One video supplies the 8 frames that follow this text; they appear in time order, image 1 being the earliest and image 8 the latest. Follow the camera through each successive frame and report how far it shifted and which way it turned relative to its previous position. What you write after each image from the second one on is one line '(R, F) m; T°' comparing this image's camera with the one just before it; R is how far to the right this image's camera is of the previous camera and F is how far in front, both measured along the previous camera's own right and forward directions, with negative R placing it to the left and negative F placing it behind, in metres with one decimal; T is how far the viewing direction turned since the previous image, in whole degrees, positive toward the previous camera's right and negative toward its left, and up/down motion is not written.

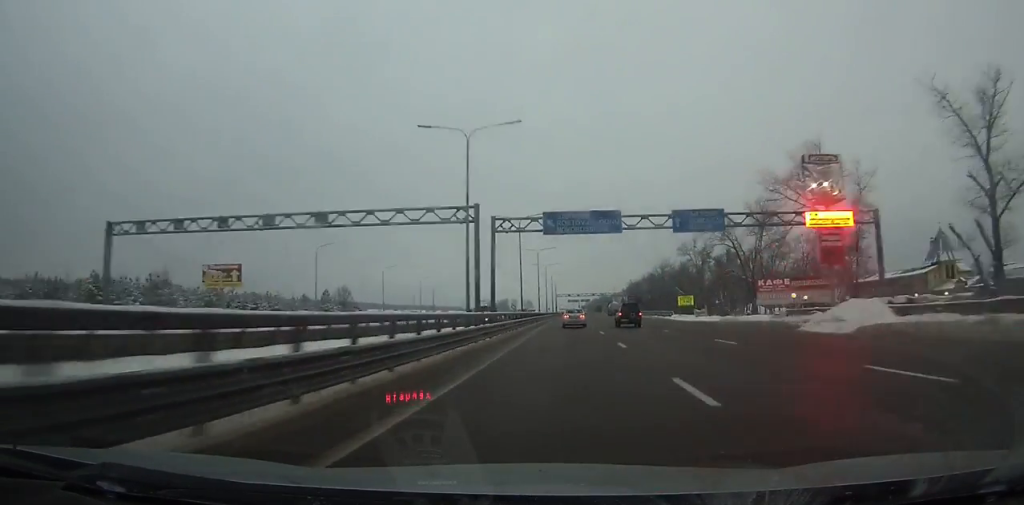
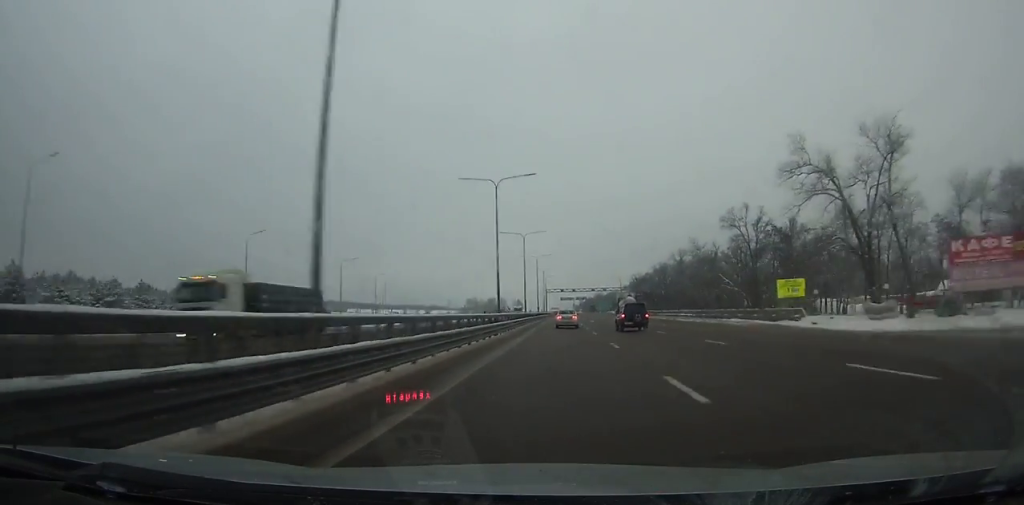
(+0.6, +48.4) m; +1°
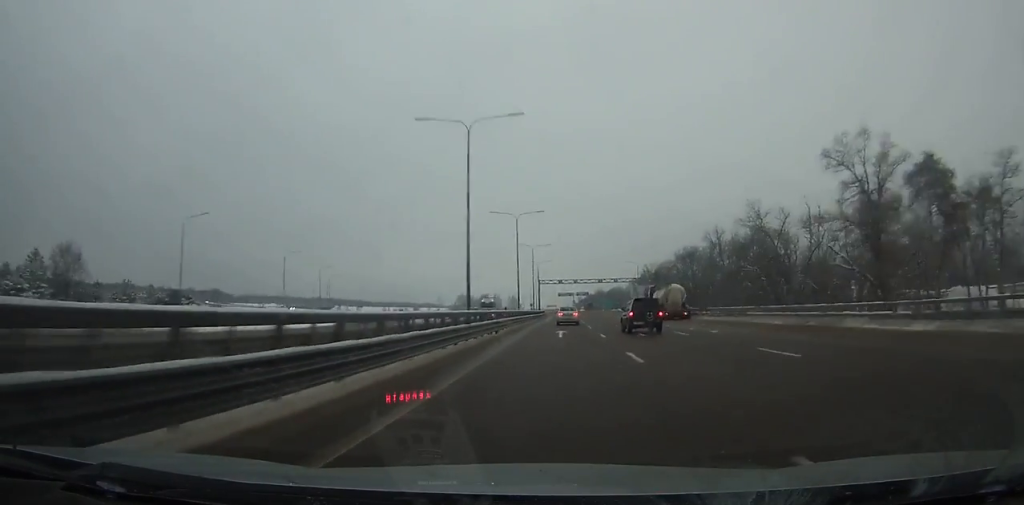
(+0.2, +43.2) m; 0°
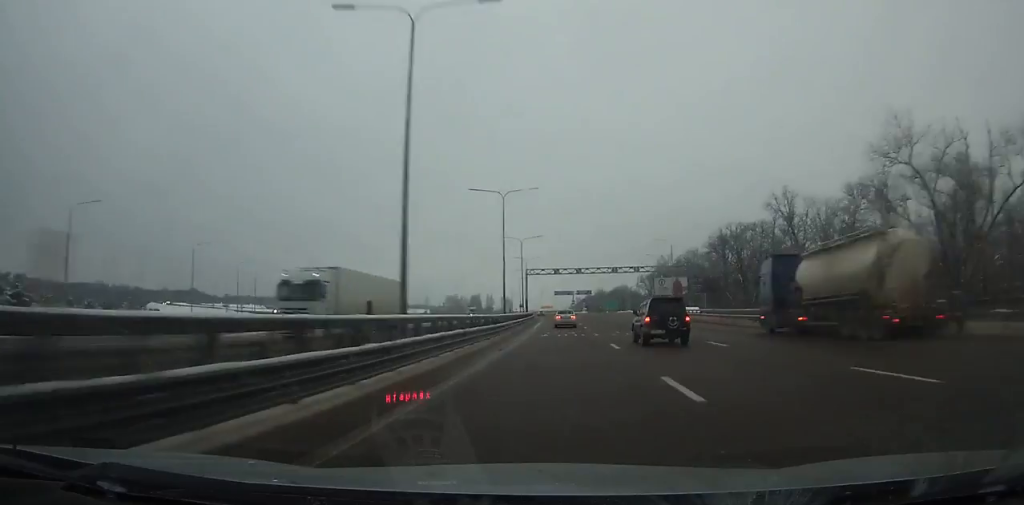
(+0.1, +41.5) m; 0°
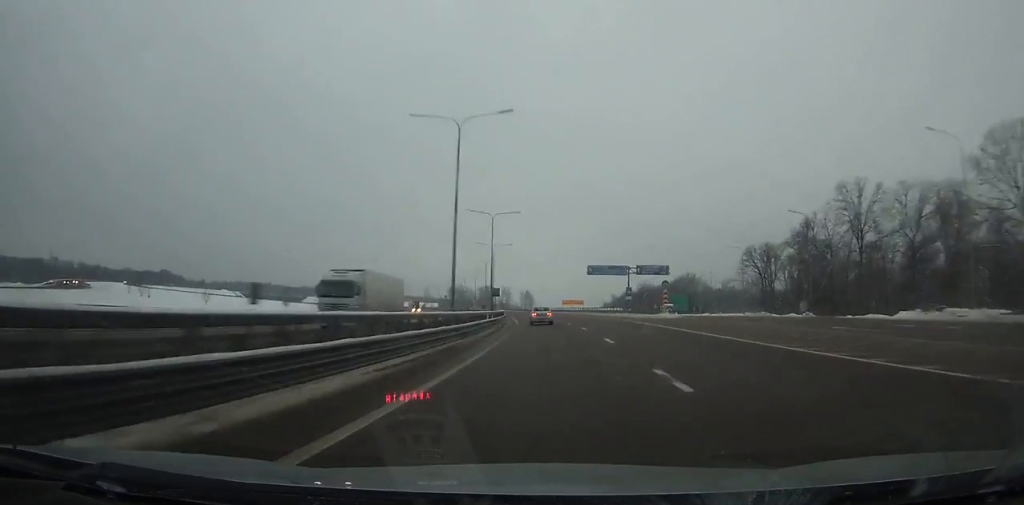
(-2.6, +109.8) m; -4°
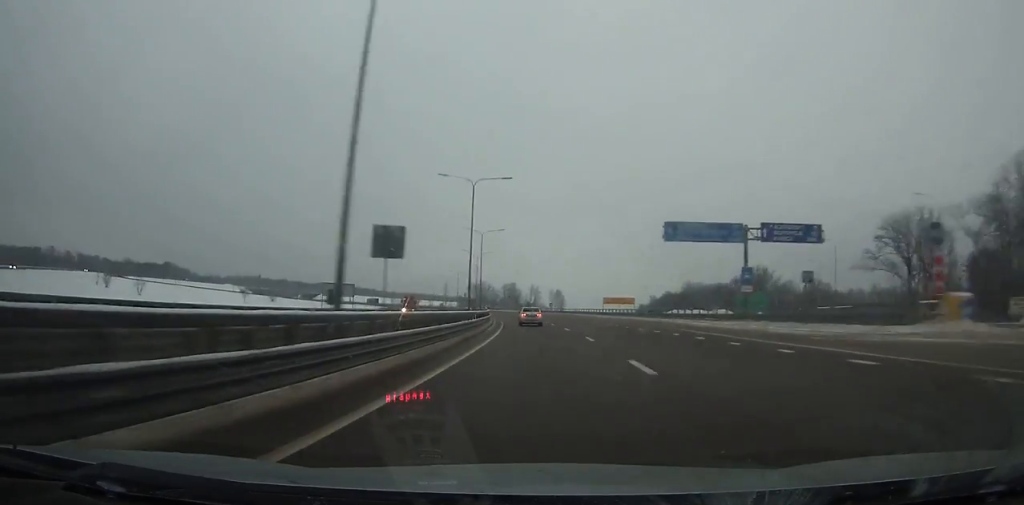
(+0.1, +44.4) m; -3°
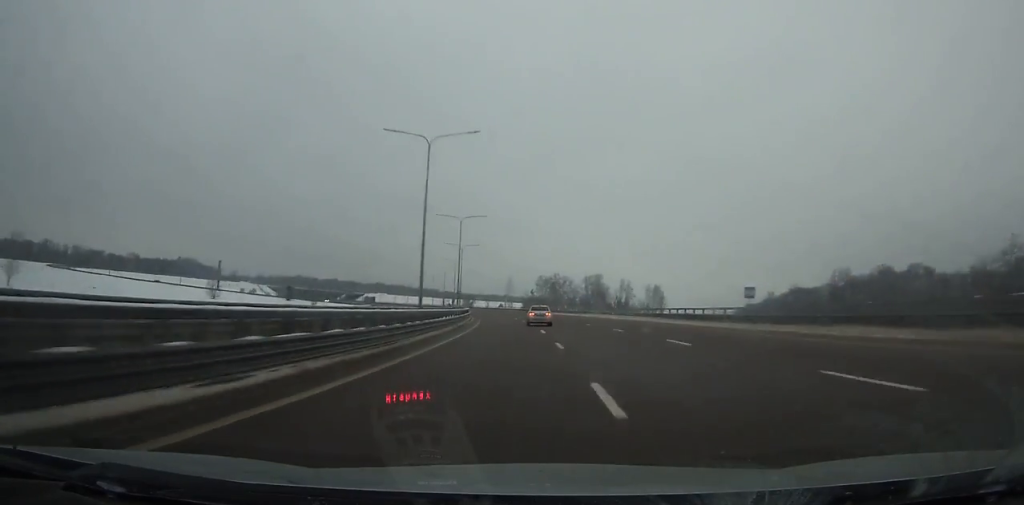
(-7.6, +100.0) m; -8°
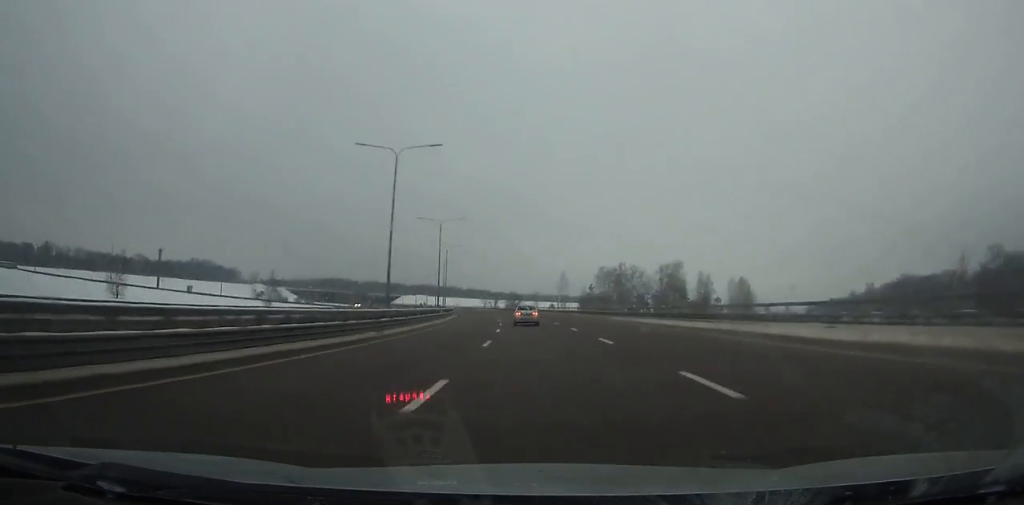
(-1.0, +58.1) m; -5°
